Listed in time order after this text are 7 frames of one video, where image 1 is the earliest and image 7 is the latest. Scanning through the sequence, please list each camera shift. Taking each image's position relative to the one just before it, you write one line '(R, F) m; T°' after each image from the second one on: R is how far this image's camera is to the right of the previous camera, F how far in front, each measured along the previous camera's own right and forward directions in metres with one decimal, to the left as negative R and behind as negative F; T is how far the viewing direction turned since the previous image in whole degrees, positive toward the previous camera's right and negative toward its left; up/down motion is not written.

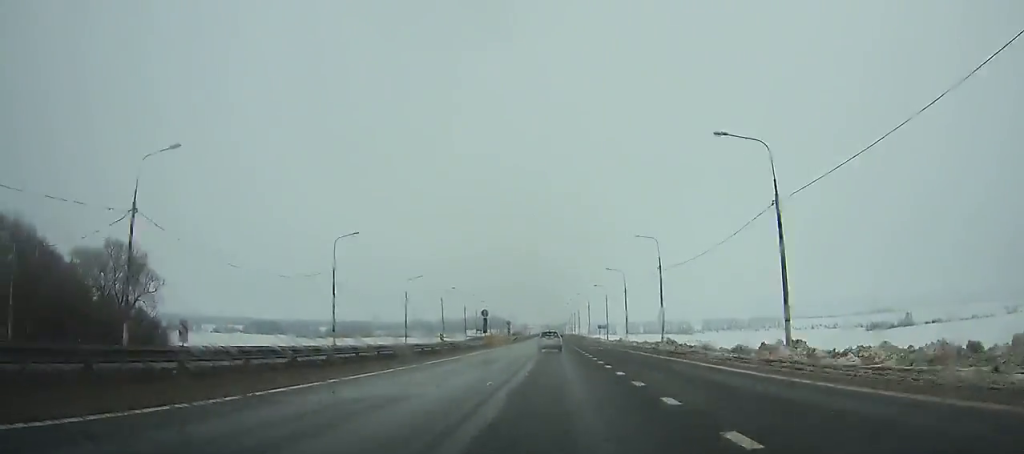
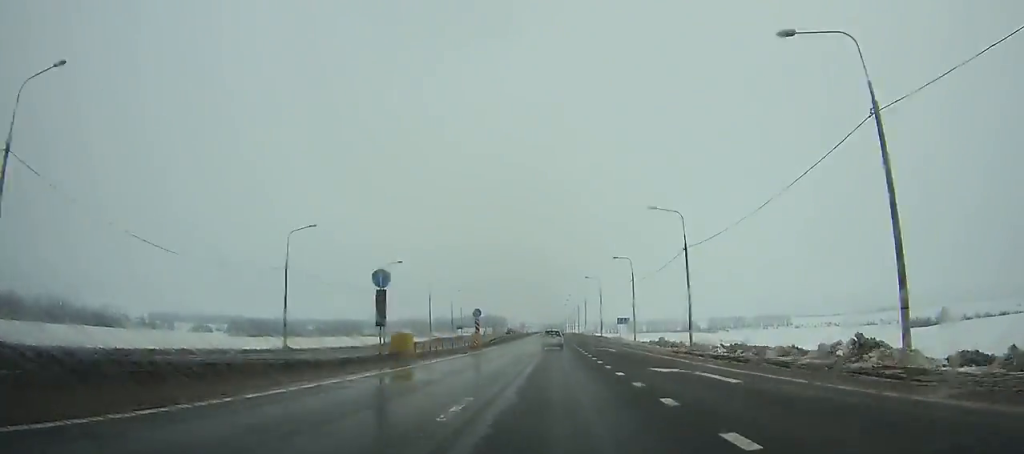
(0.0, +39.0) m; 0°
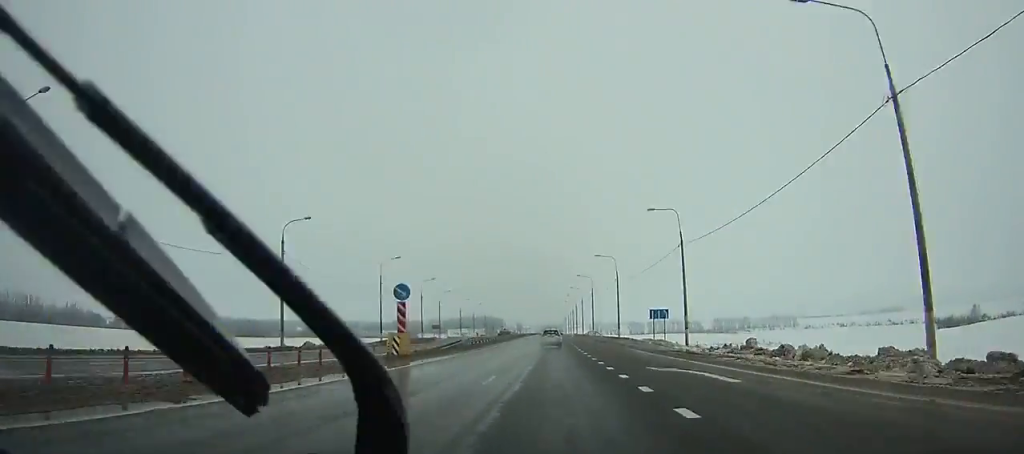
(0.0, +29.3) m; 0°
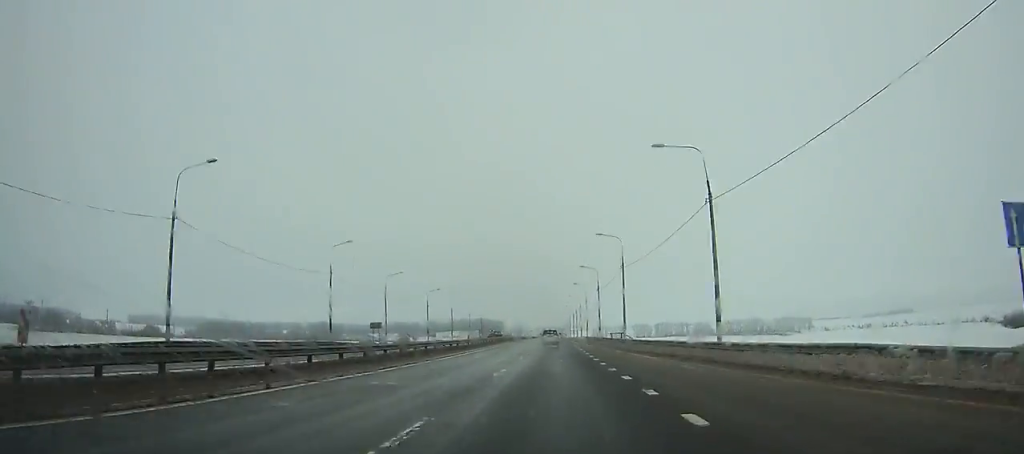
(0.0, +44.0) m; 0°
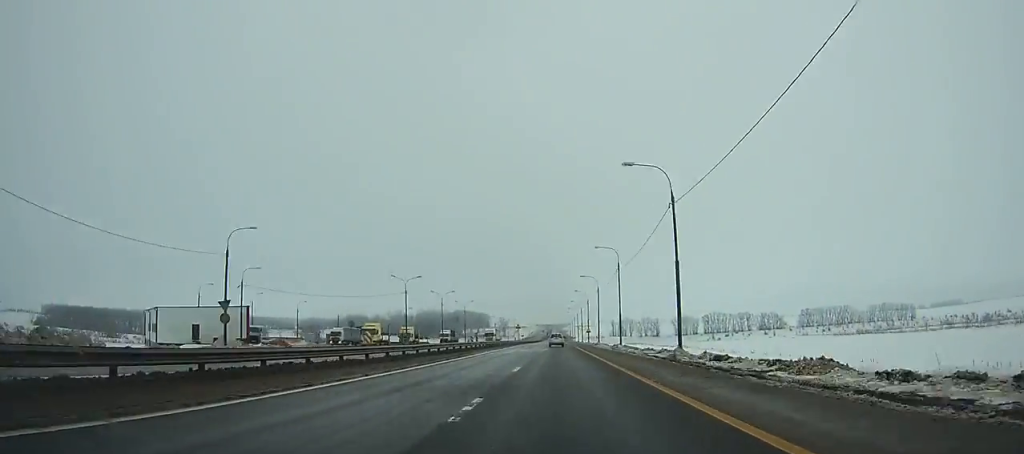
(+0.9, +244.2) m; 0°
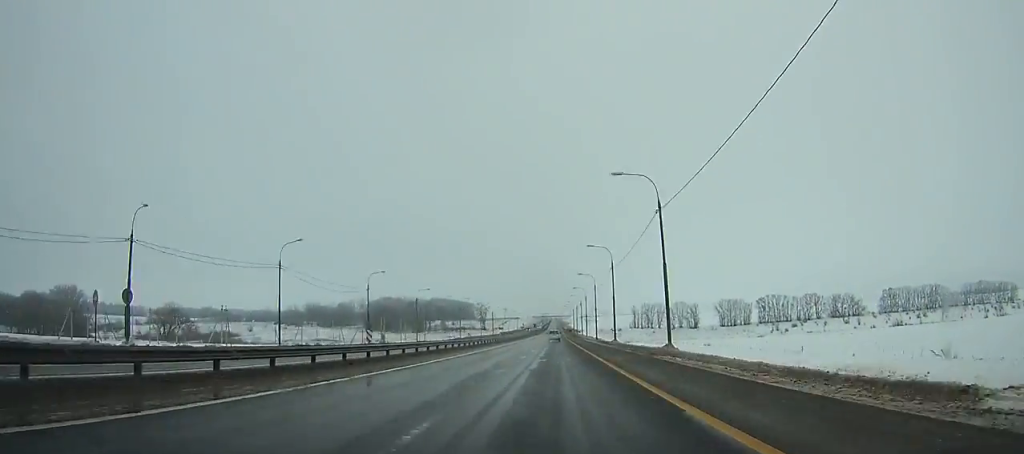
(-0.2, +145.6) m; 0°
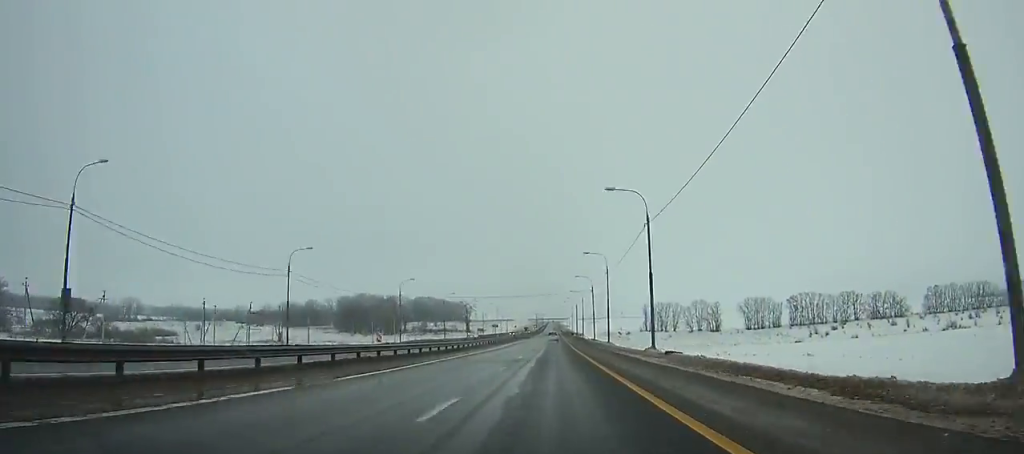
(0.0, +57.8) m; 0°
